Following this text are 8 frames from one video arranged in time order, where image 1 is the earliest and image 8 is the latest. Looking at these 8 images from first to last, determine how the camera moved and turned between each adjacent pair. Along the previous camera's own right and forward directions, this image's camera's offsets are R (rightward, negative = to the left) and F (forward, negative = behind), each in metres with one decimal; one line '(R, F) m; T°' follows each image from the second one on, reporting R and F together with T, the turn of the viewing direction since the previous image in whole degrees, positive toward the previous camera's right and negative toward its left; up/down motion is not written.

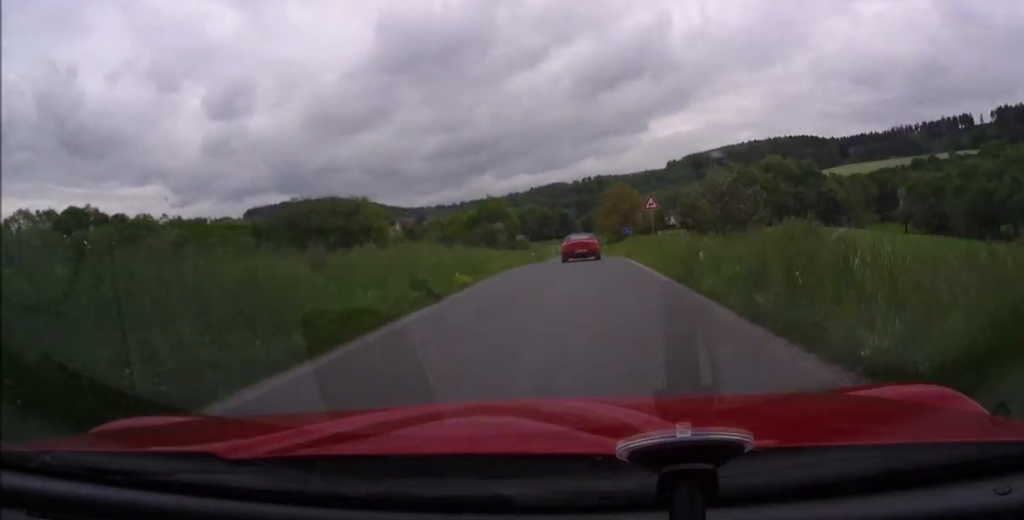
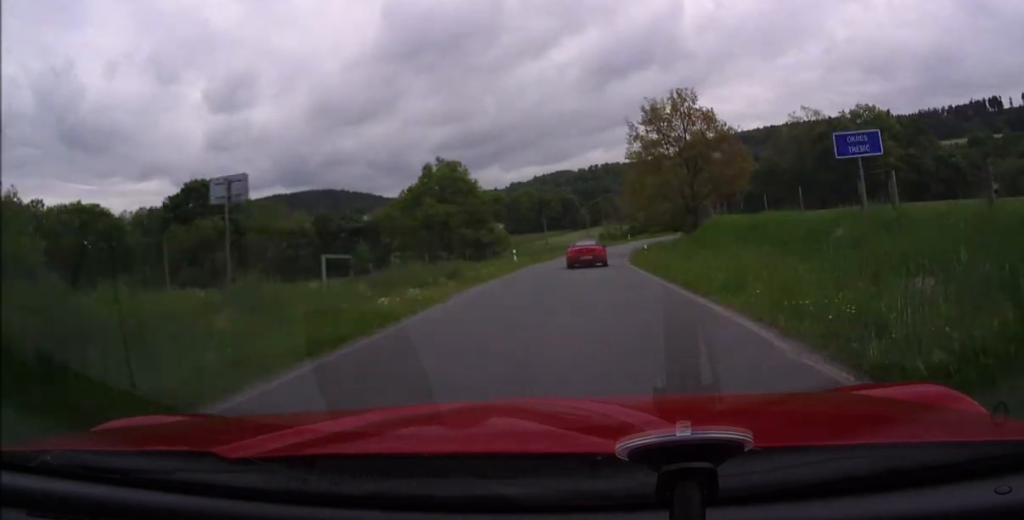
(-0.1, +62.2) m; 0°
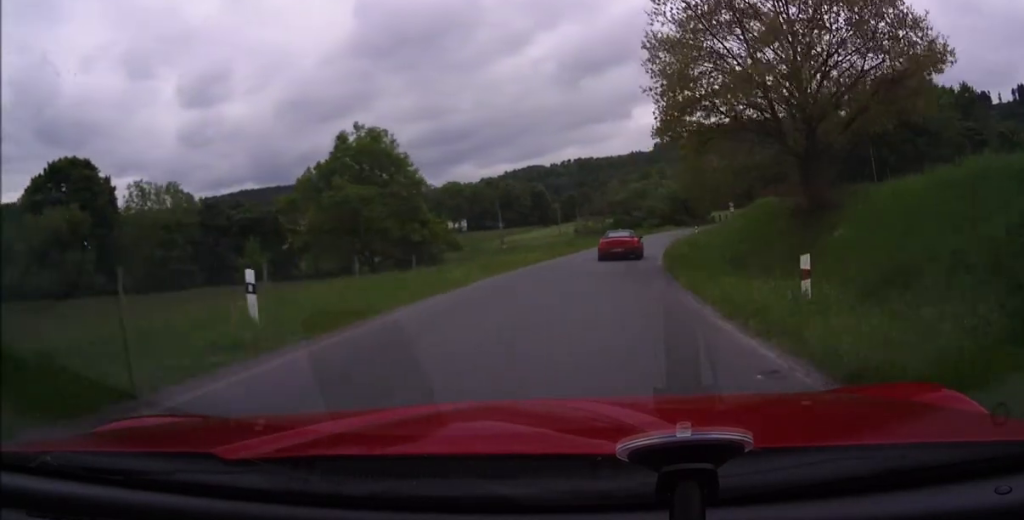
(+0.2, +27.9) m; +3°
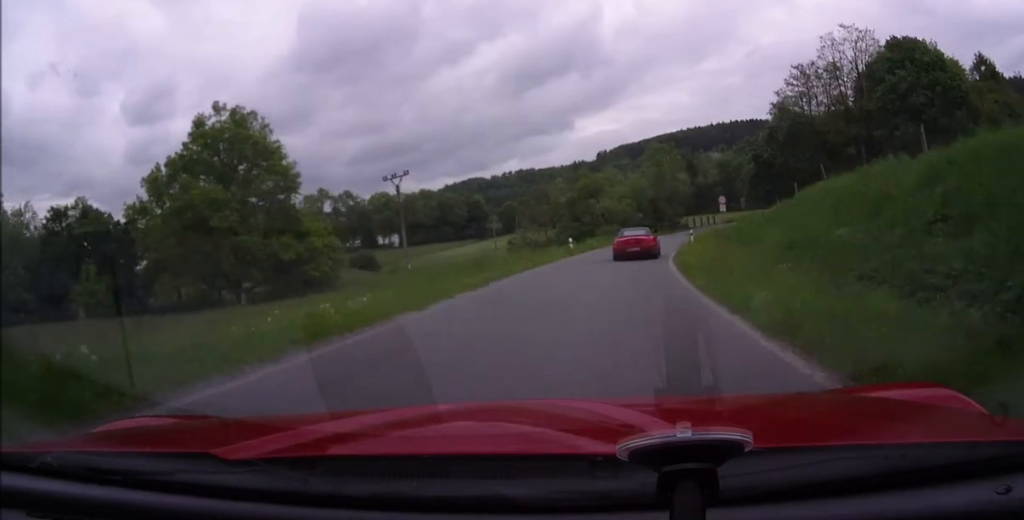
(-0.7, +20.6) m; +7°
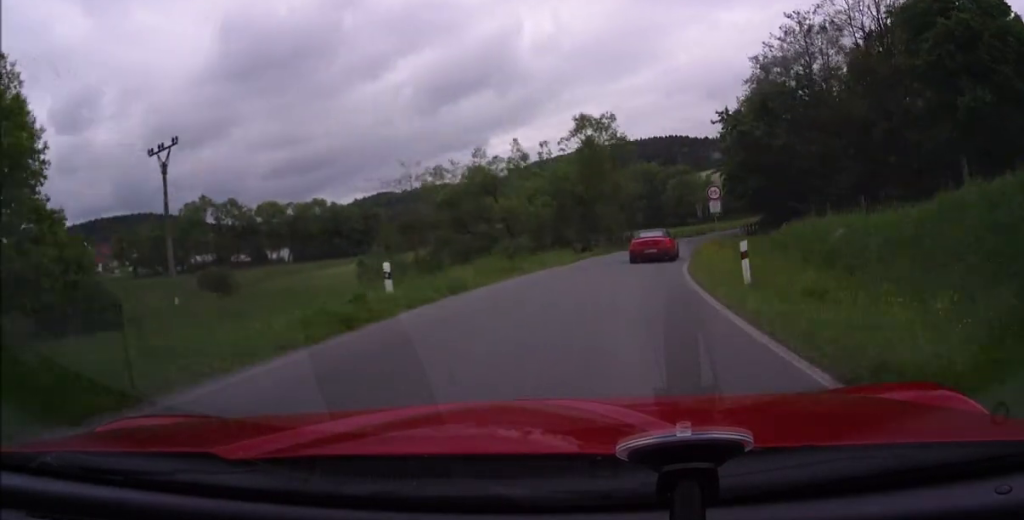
(+3.9, +23.3) m; +9°
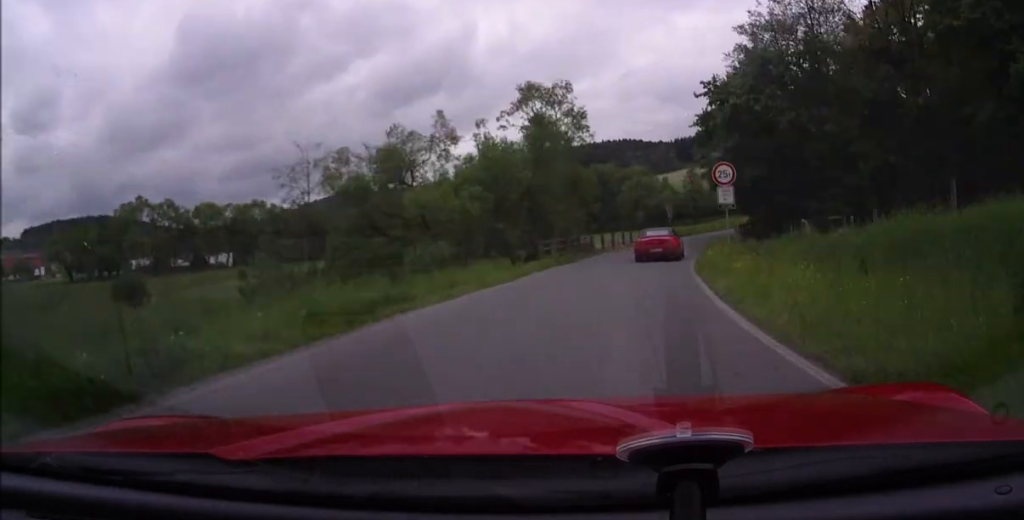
(+0.1, +10.2) m; +1°
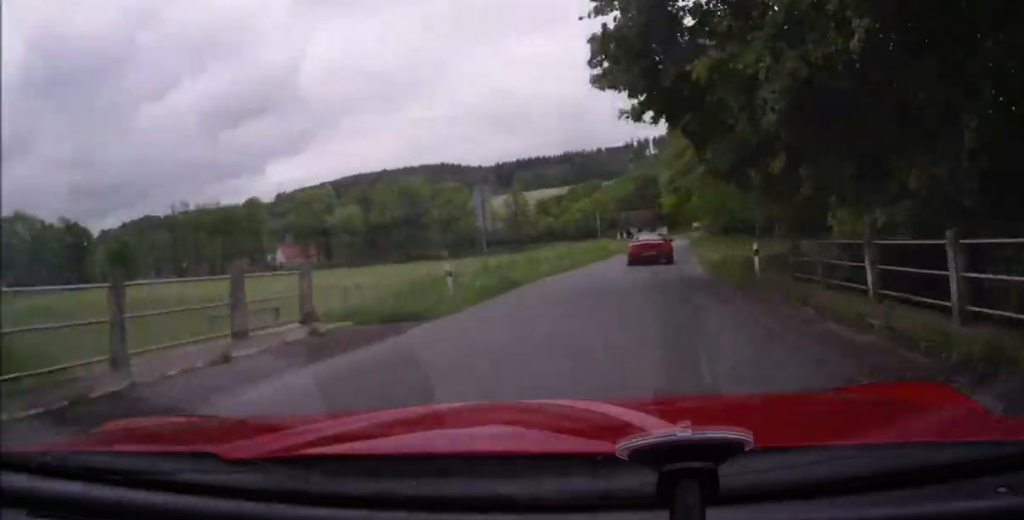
(0.0, +36.1) m; 0°
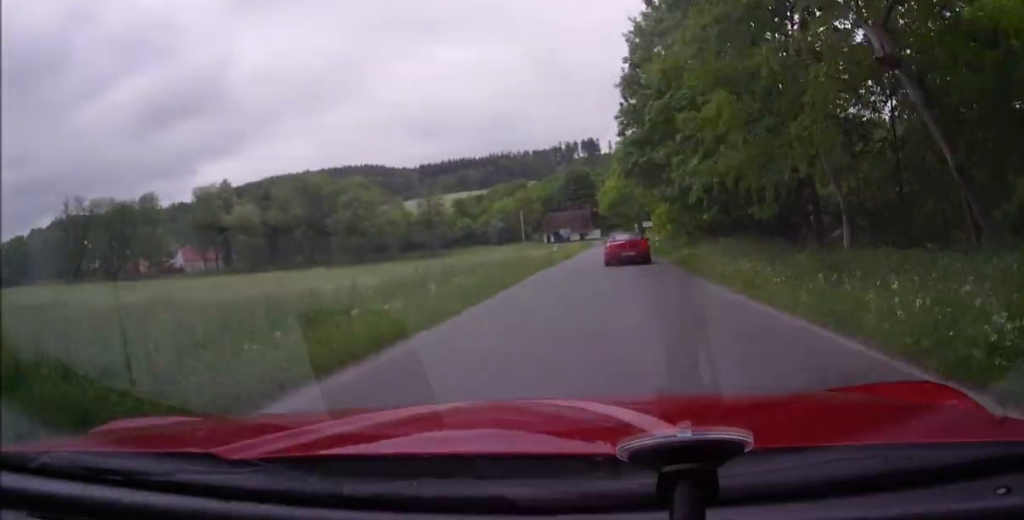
(0.0, +18.5) m; +5°
